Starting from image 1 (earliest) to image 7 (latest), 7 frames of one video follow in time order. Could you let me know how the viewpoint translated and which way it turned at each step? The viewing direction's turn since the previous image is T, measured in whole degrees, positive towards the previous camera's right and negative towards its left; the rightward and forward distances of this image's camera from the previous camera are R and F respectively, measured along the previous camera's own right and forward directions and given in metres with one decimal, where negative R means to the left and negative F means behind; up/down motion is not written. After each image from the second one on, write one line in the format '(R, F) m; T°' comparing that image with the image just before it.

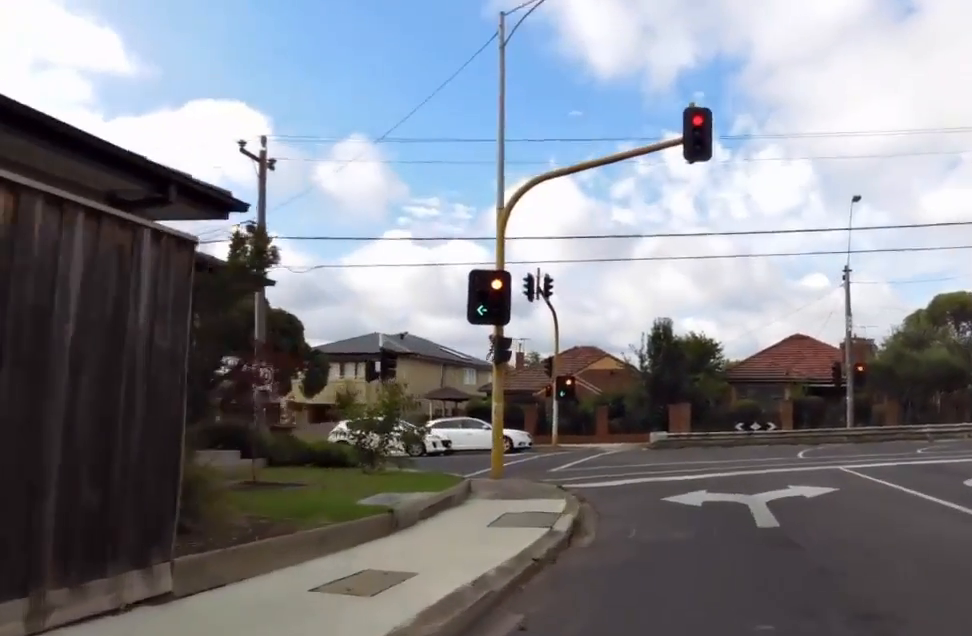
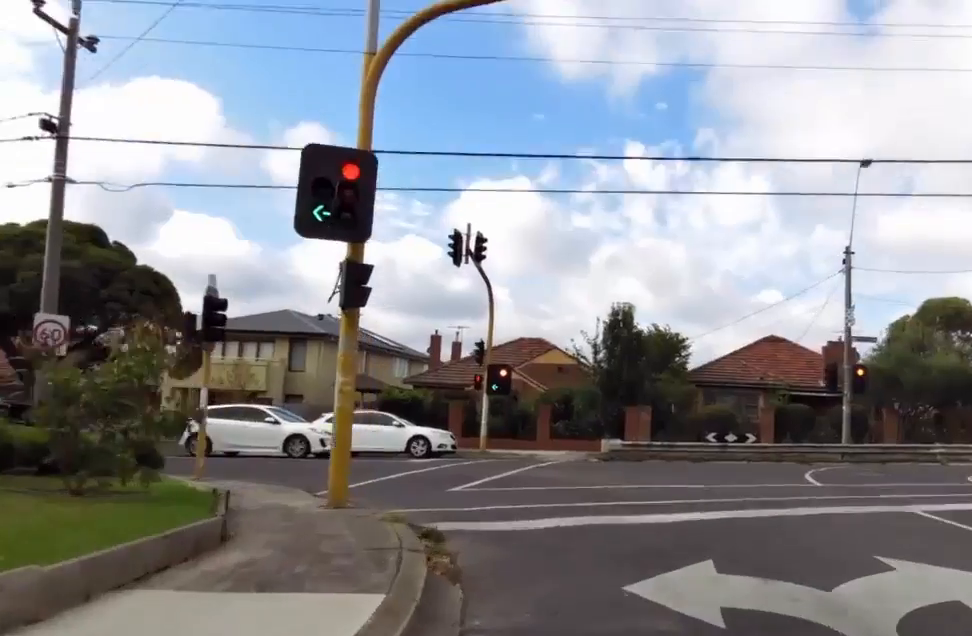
(0.0, +5.6) m; -2°
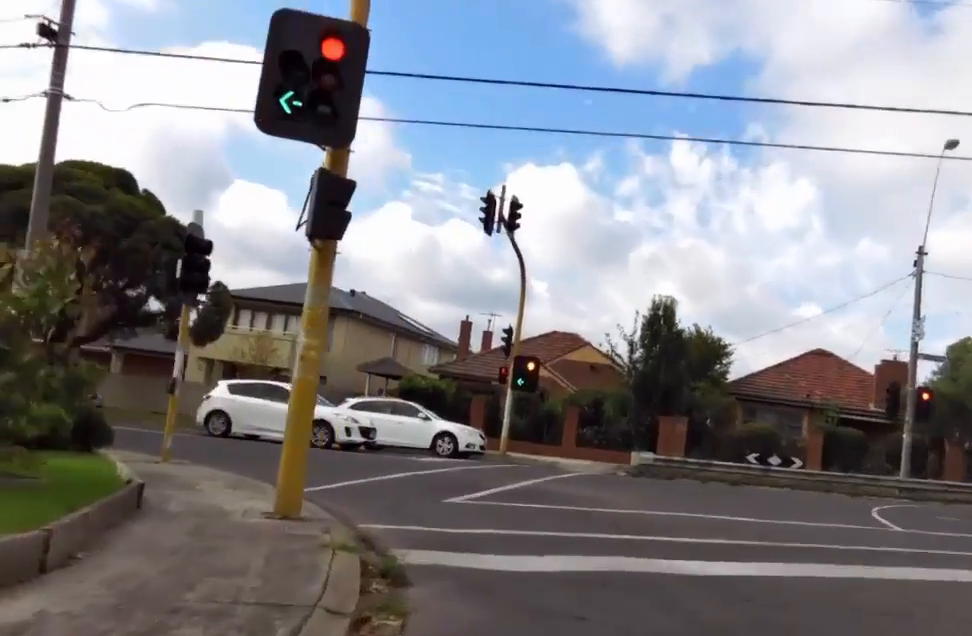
(0.0, +2.2) m; -4°
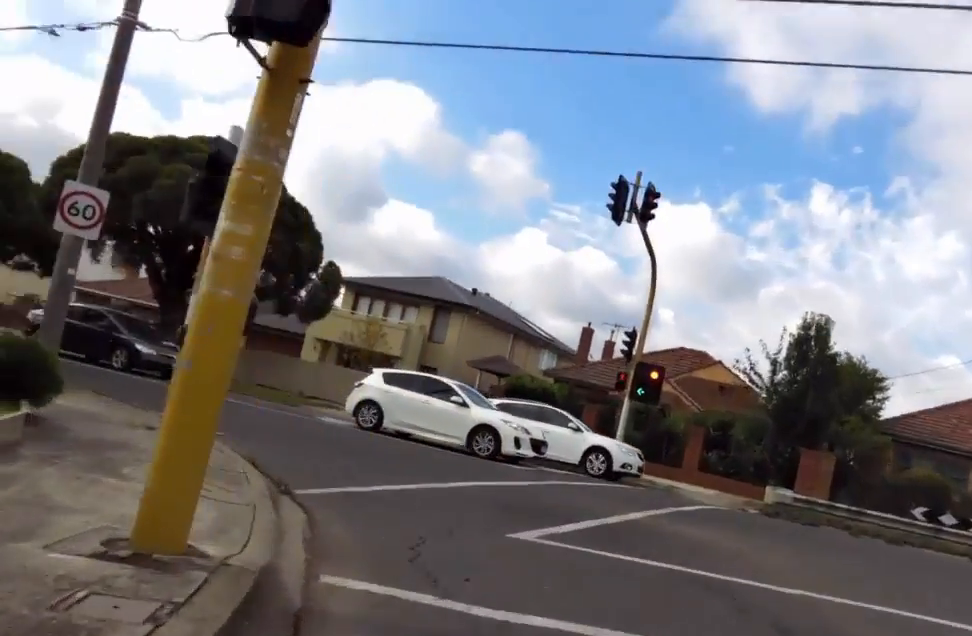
(0.0, +3.5) m; -9°
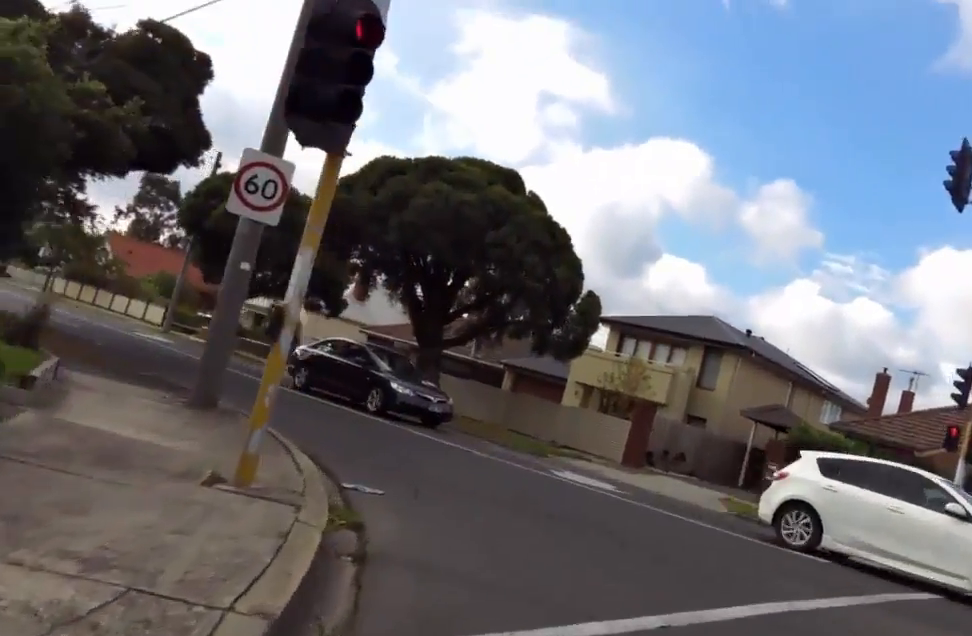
(-0.5, +4.4) m; -20°
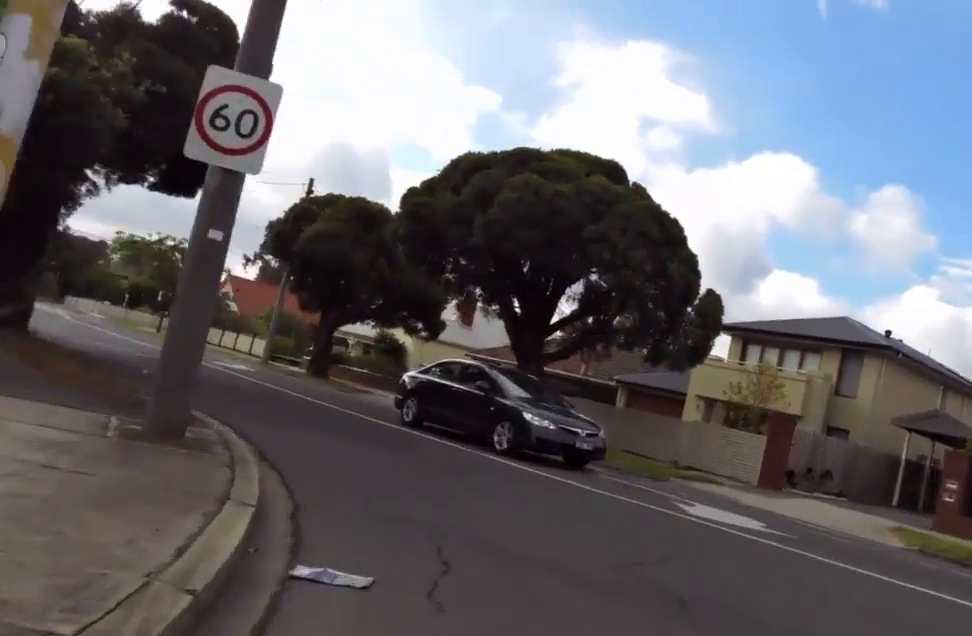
(-0.8, +3.3) m; -17°
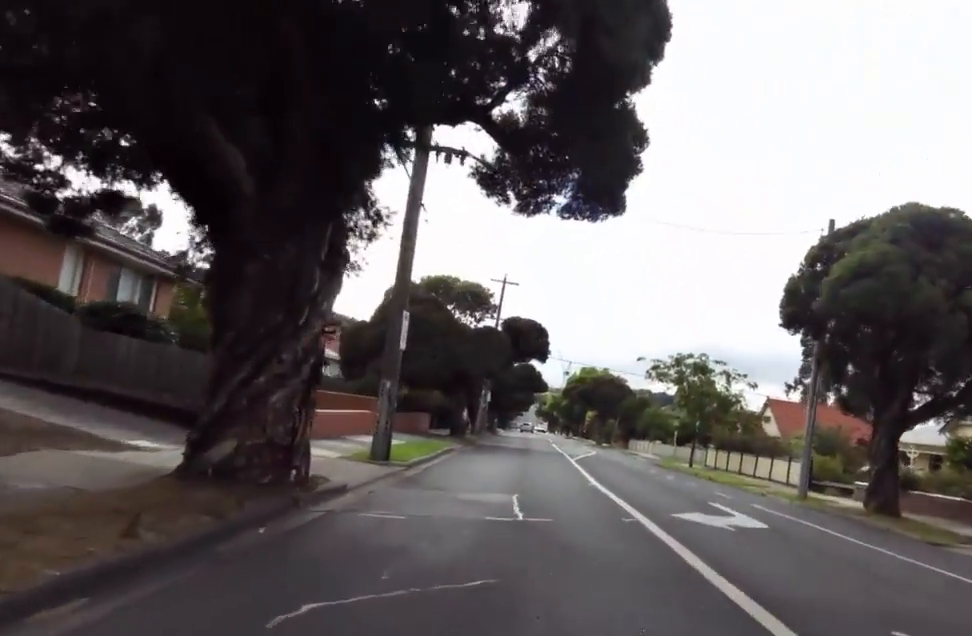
(-4.9, +12.9) m; -27°
